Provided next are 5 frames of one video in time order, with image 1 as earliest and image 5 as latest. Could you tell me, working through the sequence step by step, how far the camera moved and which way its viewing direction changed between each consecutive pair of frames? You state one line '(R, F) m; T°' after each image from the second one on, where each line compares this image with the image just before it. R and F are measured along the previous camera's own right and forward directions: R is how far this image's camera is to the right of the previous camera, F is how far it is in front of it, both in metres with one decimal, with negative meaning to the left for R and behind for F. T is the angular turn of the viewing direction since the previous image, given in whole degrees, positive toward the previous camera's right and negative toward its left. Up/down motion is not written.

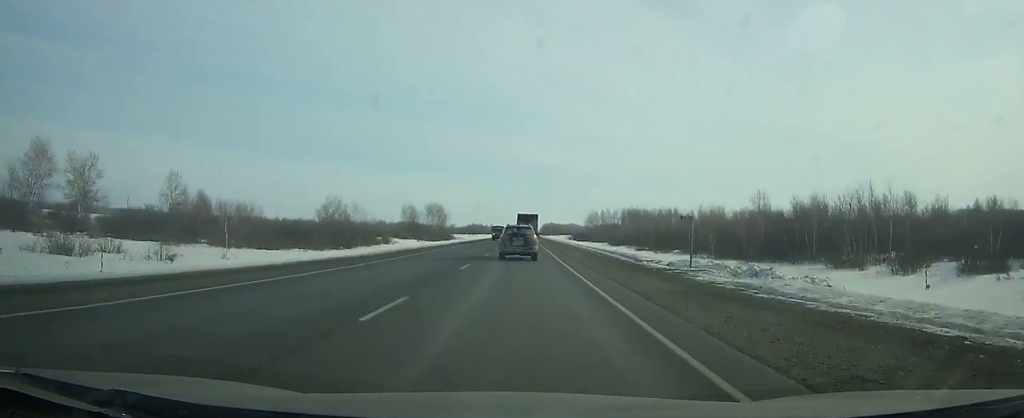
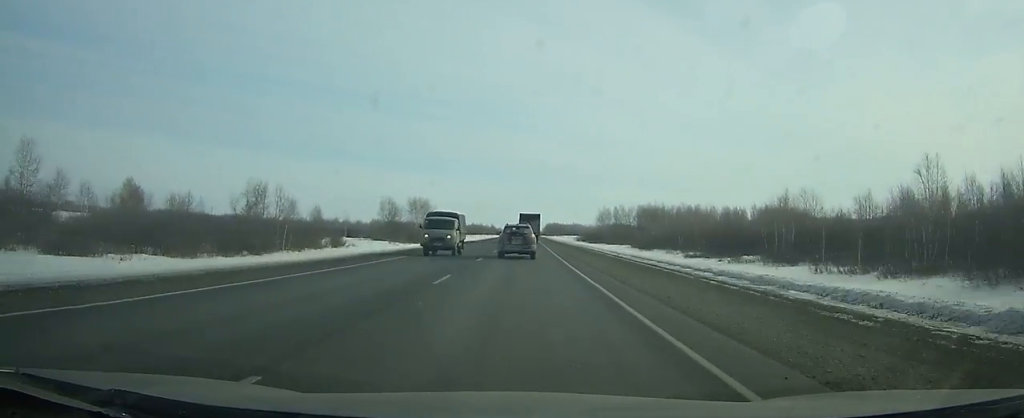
(0.0, +30.9) m; 0°
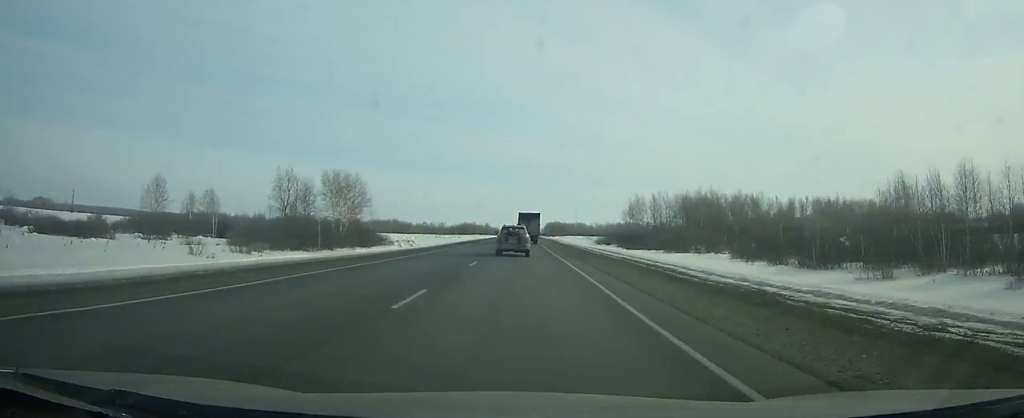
(-0.1, +63.6) m; 0°
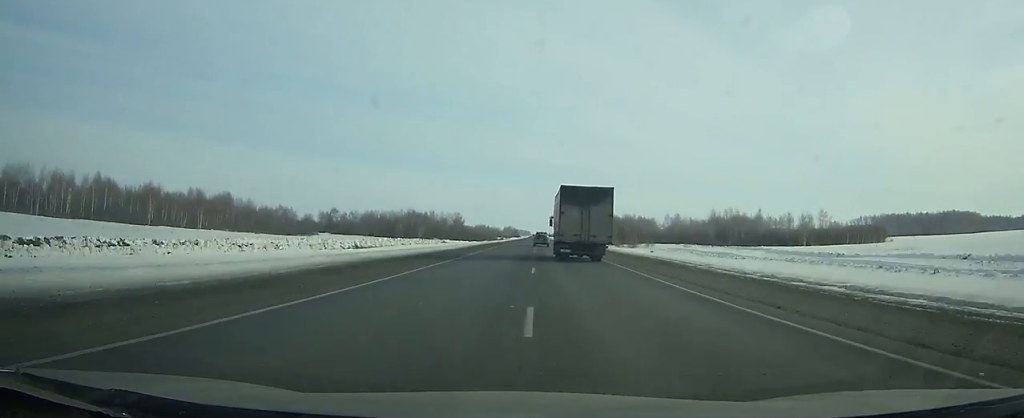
(-3.4, +317.6) m; -1°
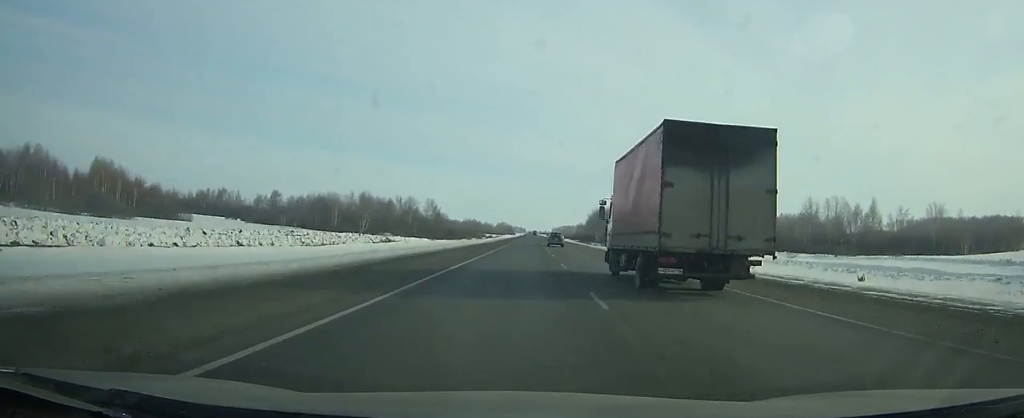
(-0.4, +70.4) m; 0°
